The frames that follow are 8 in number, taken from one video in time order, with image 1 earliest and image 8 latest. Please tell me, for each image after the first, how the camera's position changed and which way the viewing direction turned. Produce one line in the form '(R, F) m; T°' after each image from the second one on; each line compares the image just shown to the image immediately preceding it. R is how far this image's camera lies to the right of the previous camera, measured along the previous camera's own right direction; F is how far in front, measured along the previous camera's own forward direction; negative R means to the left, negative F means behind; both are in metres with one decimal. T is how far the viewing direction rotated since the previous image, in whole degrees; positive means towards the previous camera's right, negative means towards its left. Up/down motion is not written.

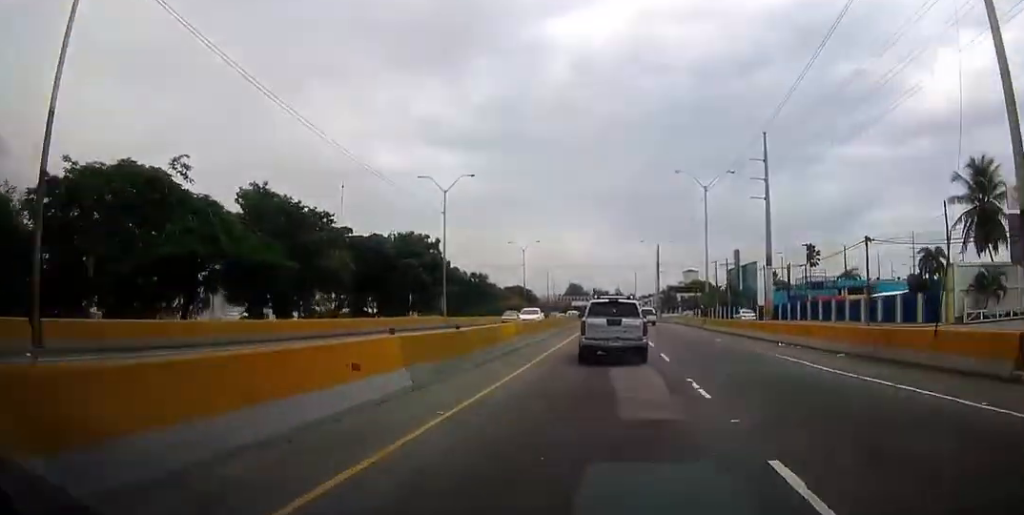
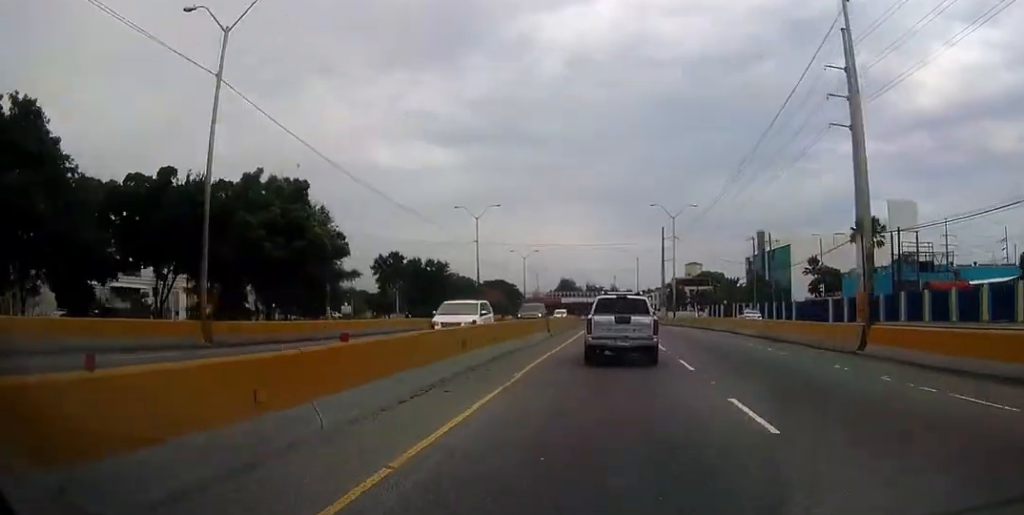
(+0.1, +34.9) m; 0°
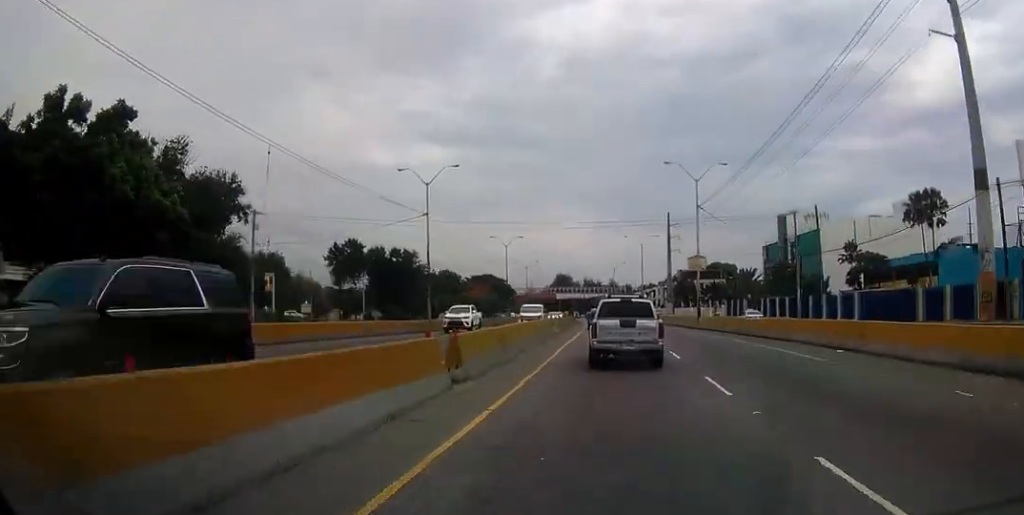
(-0.1, +20.3) m; 0°
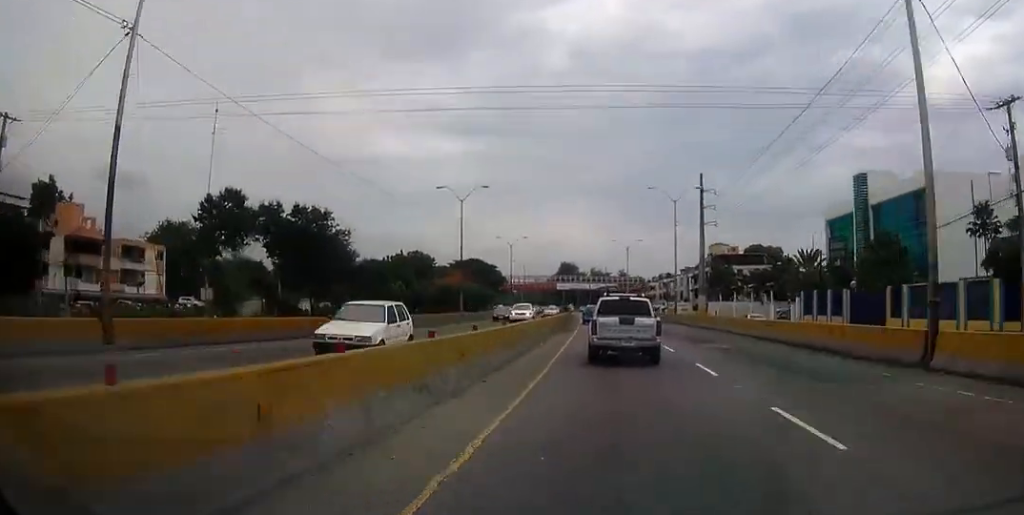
(-0.2, +37.6) m; -1°
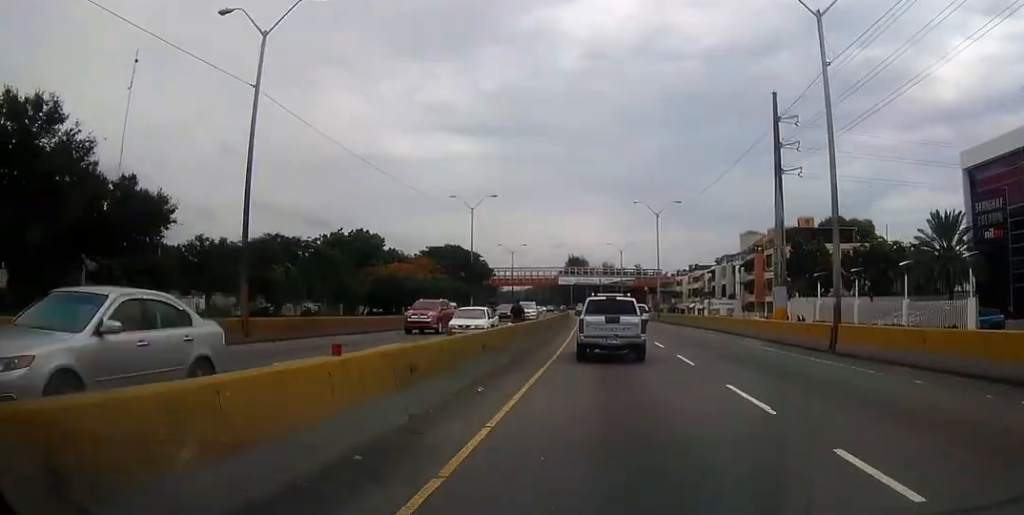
(-0.4, +42.8) m; -1°
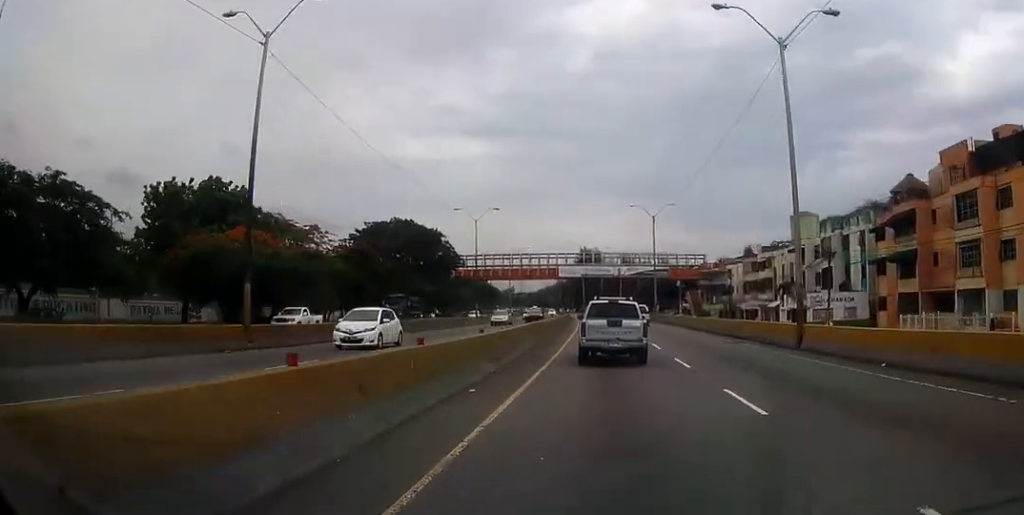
(-0.5, +47.1) m; -1°
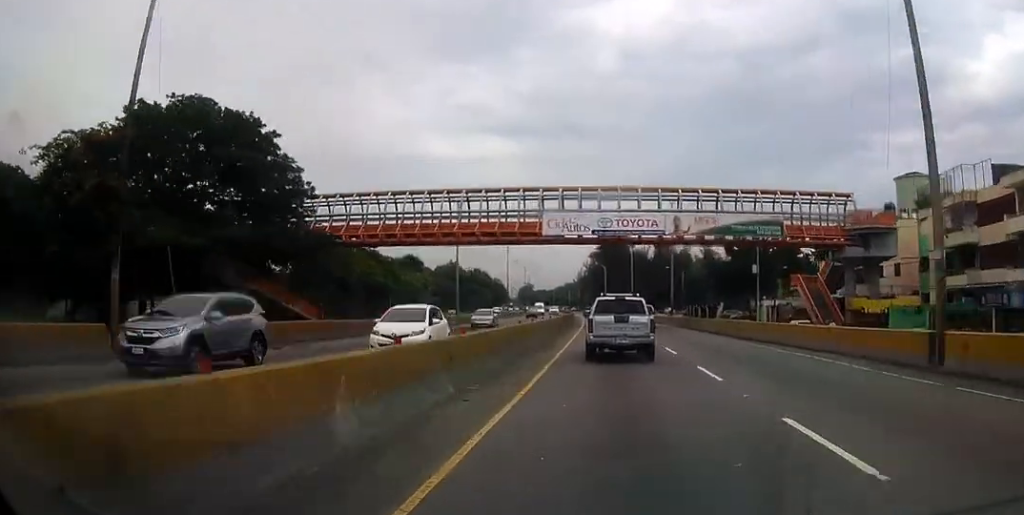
(-0.8, +59.6) m; -2°
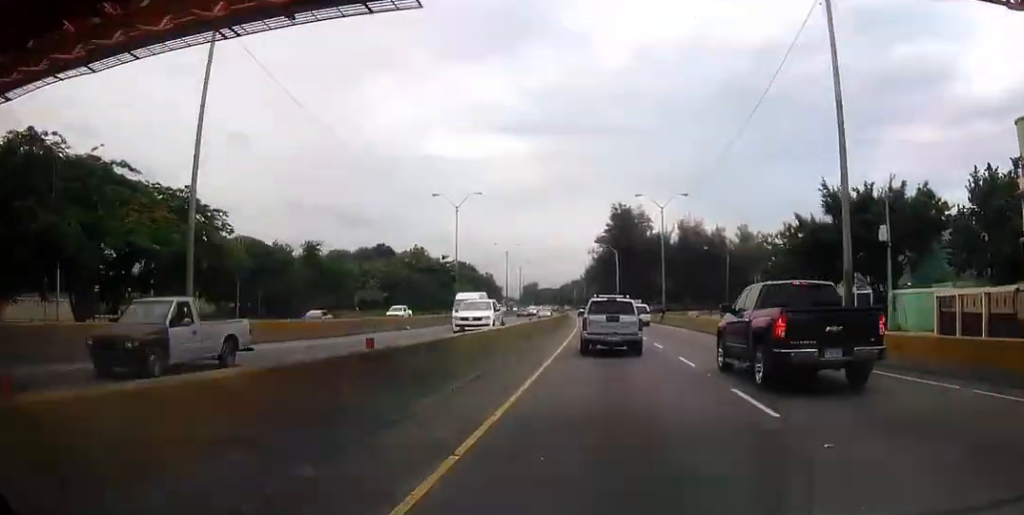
(-0.7, +45.2) m; -1°
